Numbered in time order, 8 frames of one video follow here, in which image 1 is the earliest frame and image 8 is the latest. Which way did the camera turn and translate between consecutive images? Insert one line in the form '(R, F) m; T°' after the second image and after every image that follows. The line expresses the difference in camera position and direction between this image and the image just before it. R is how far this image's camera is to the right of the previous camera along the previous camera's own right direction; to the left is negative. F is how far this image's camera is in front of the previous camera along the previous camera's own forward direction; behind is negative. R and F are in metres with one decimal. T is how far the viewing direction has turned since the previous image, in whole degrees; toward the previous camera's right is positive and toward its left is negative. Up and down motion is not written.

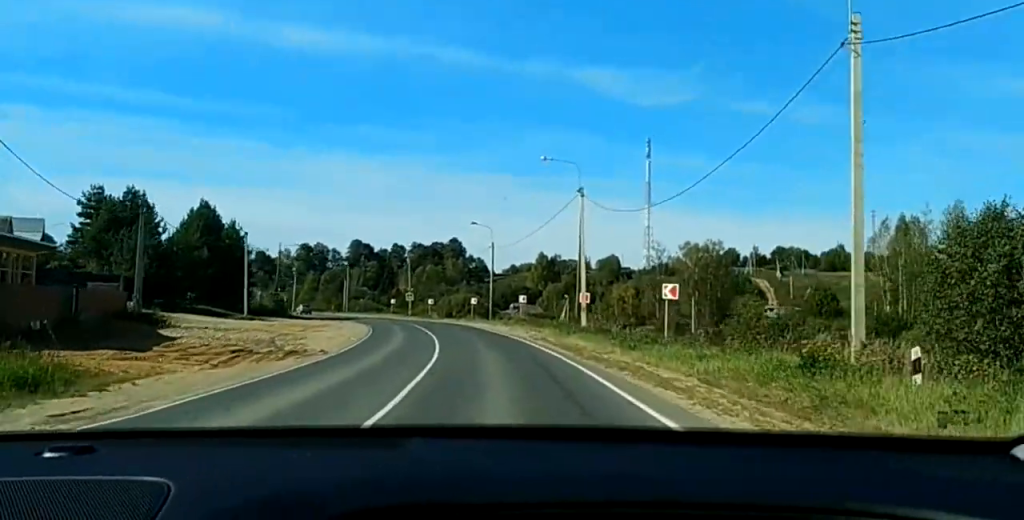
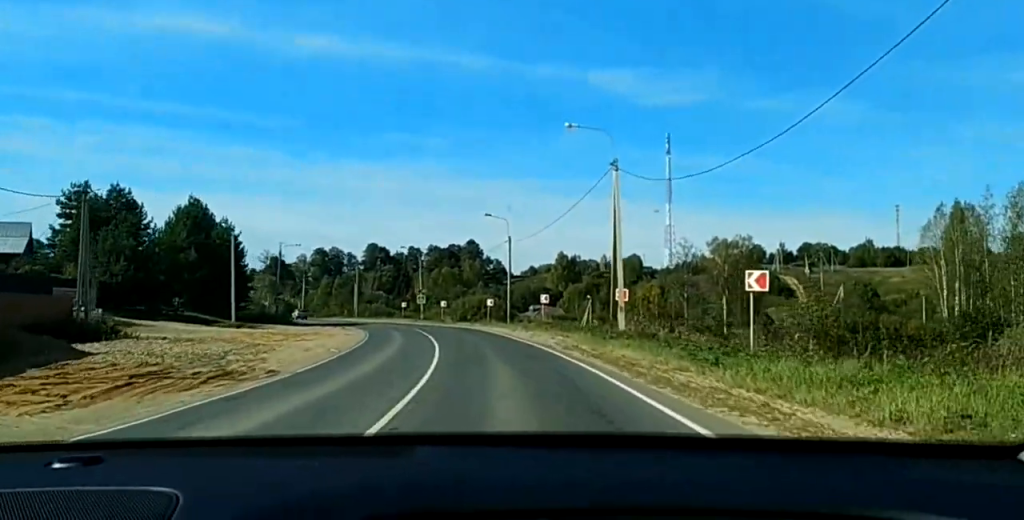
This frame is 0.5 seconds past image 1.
(0.0, +11.3) m; -1°
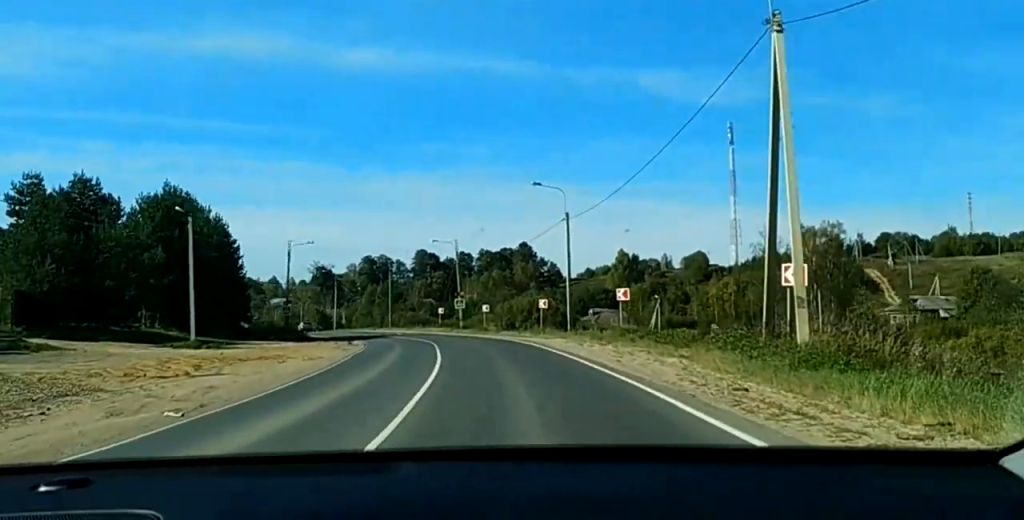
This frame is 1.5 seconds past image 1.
(-0.4, +25.2) m; -3°
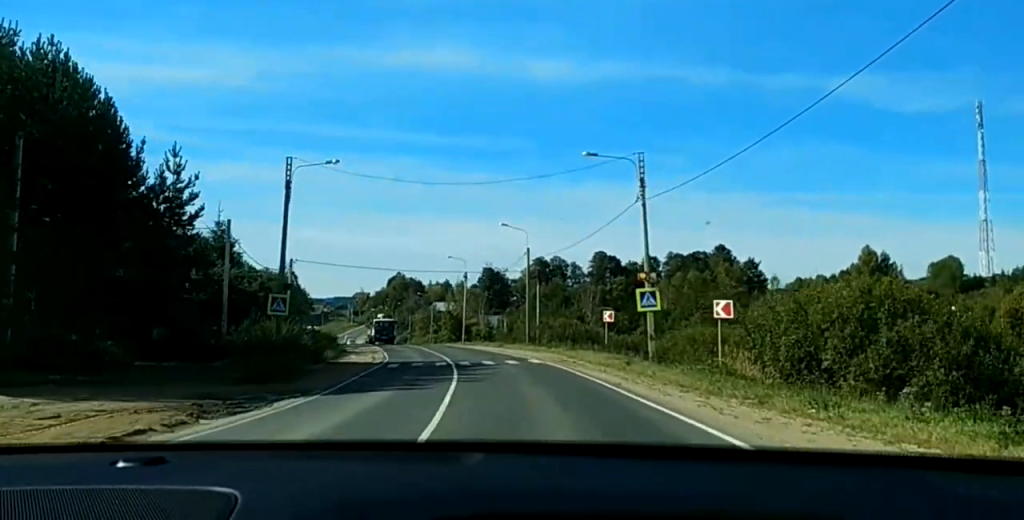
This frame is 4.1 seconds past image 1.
(-5.3, +65.0) m; -10°
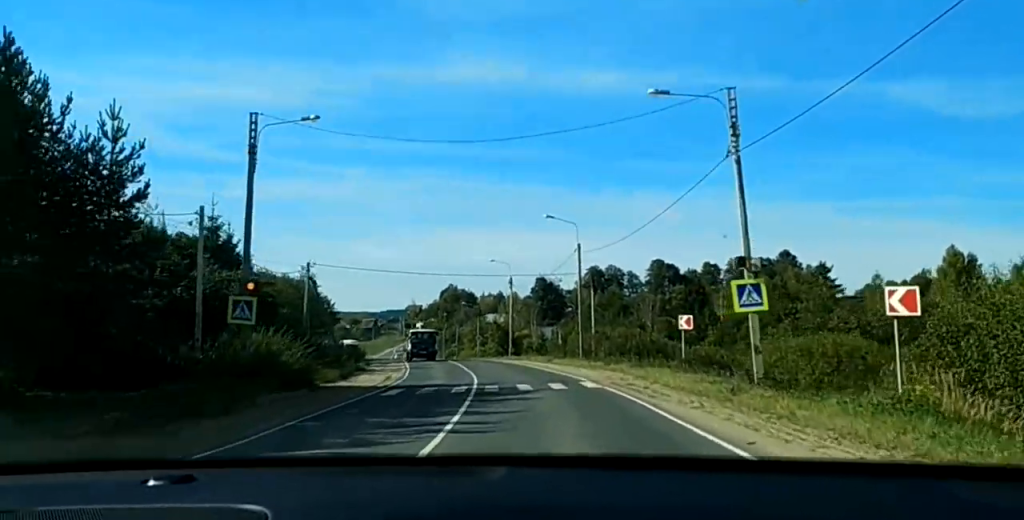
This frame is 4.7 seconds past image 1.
(+0.1, +13.2) m; -3°
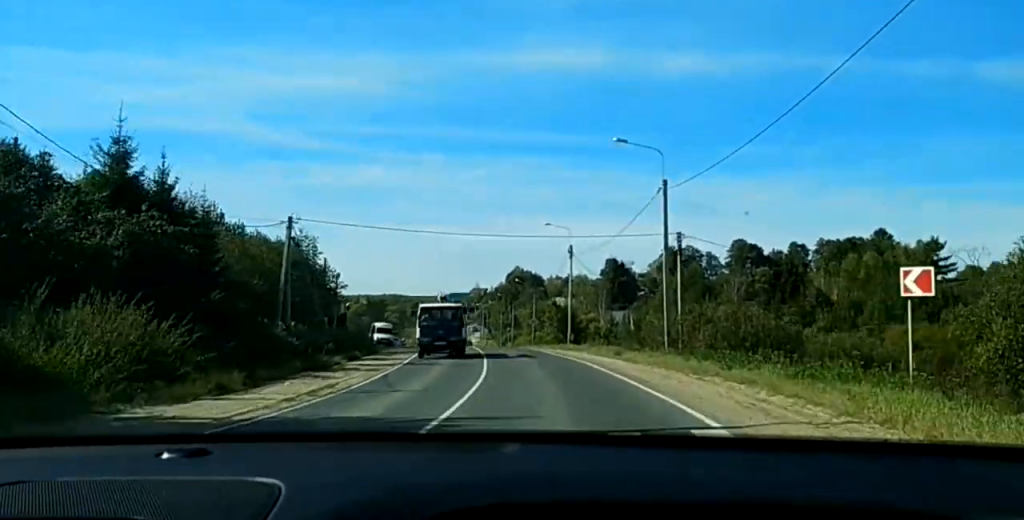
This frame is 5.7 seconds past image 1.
(-1.1, +20.5) m; -5°
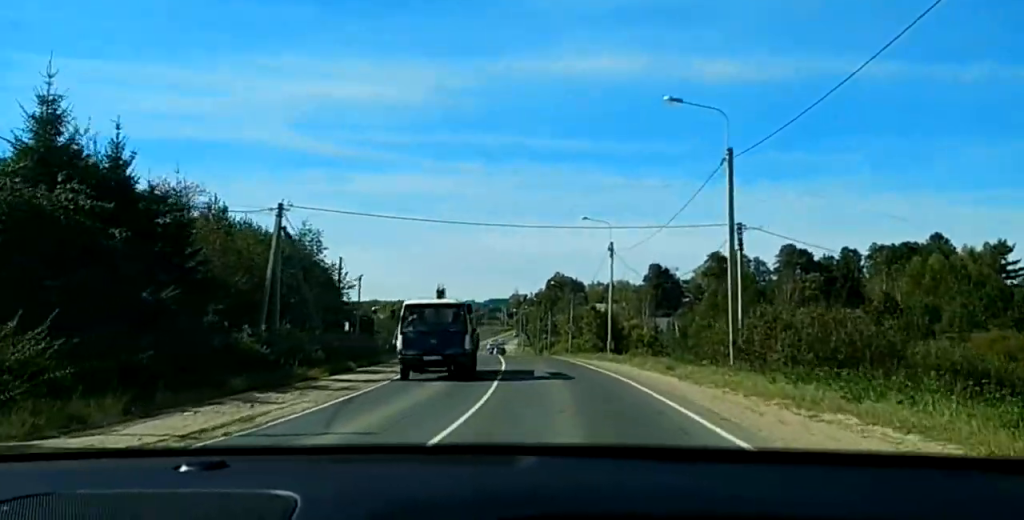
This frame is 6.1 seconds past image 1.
(-0.3, +8.8) m; -1°
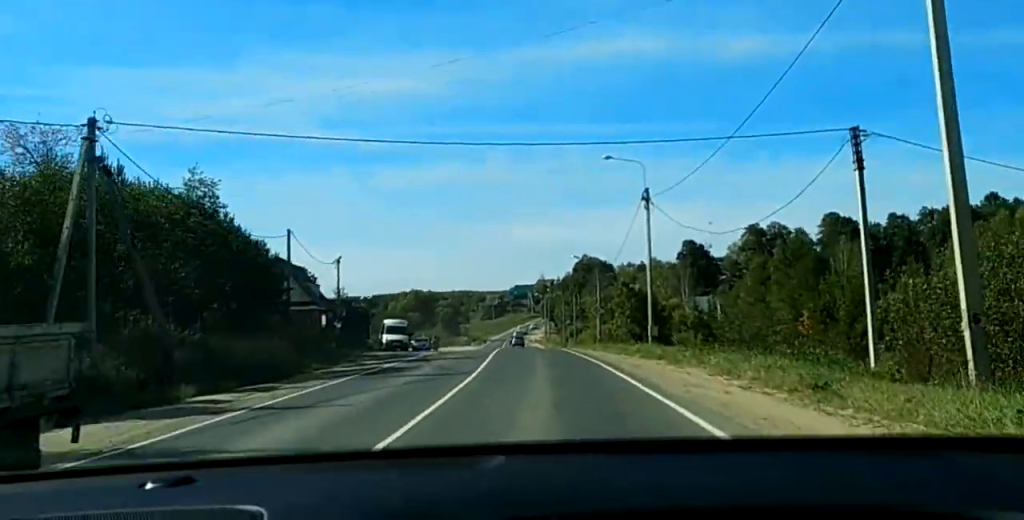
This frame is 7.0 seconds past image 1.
(-0.5, +18.5) m; -2°
